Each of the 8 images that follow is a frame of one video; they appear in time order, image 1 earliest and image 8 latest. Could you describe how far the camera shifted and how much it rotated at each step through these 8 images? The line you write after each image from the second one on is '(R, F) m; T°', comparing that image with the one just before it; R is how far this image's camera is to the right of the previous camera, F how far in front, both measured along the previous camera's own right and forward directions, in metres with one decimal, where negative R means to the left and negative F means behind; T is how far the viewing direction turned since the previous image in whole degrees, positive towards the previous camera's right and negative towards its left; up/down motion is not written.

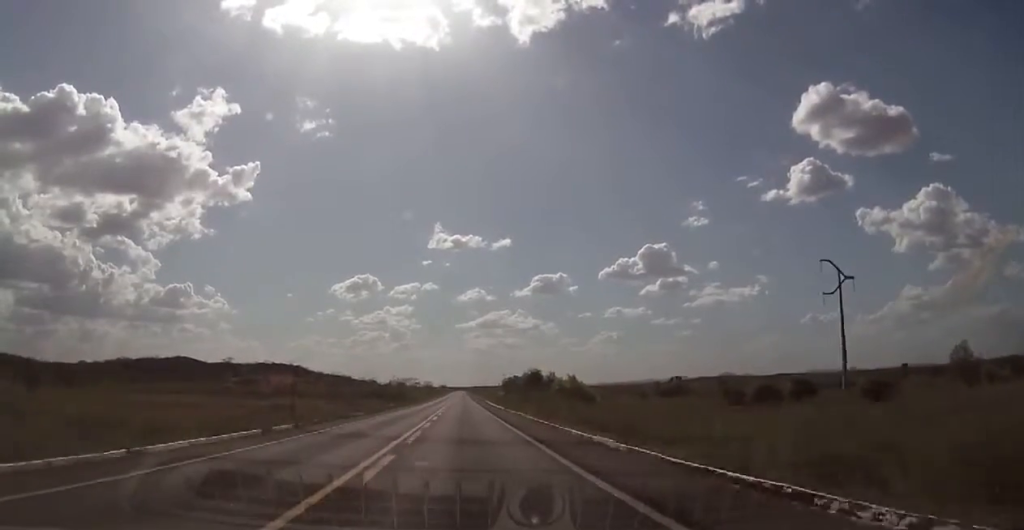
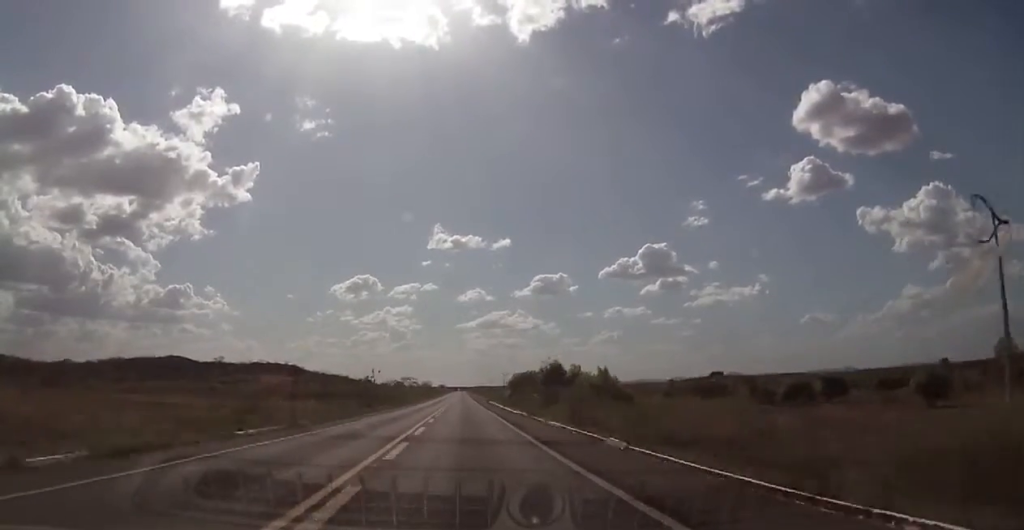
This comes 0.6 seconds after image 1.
(0.0, +20.5) m; 0°
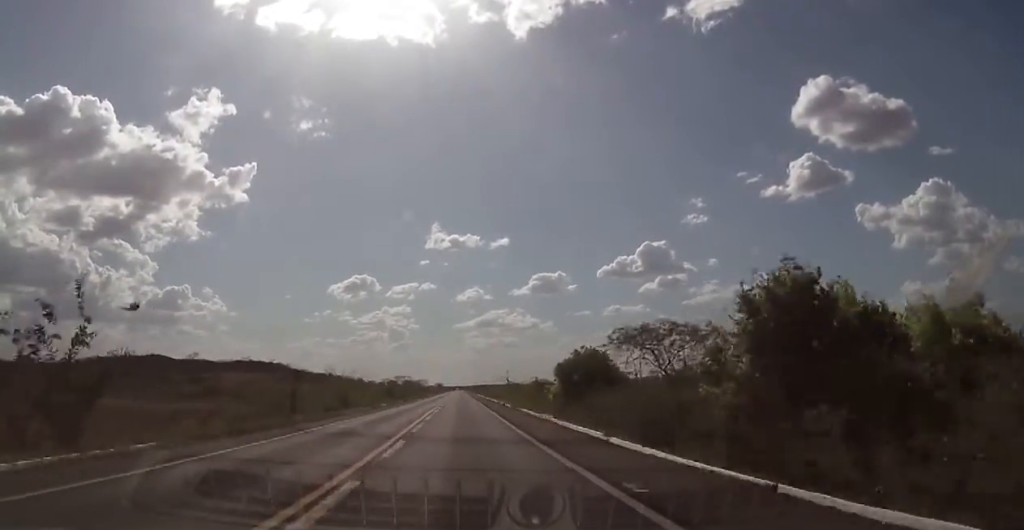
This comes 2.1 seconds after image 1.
(+0.2, +54.6) m; 0°
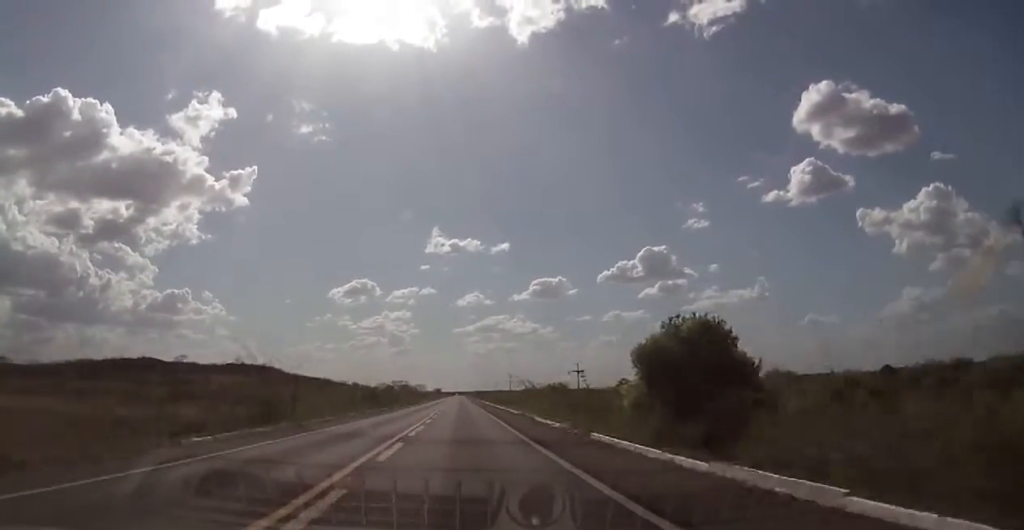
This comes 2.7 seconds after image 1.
(-0.1, +24.5) m; 0°
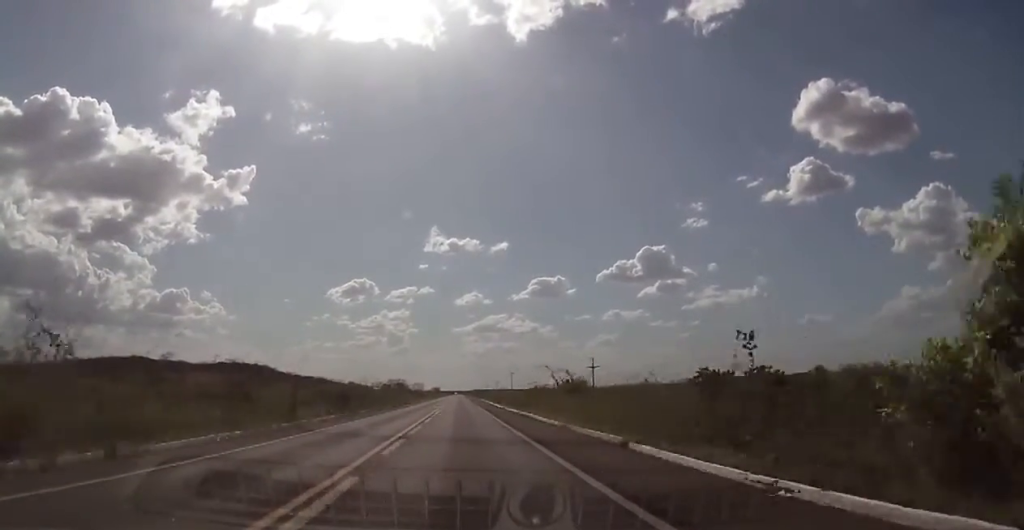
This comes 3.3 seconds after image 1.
(-0.1, +22.2) m; 0°
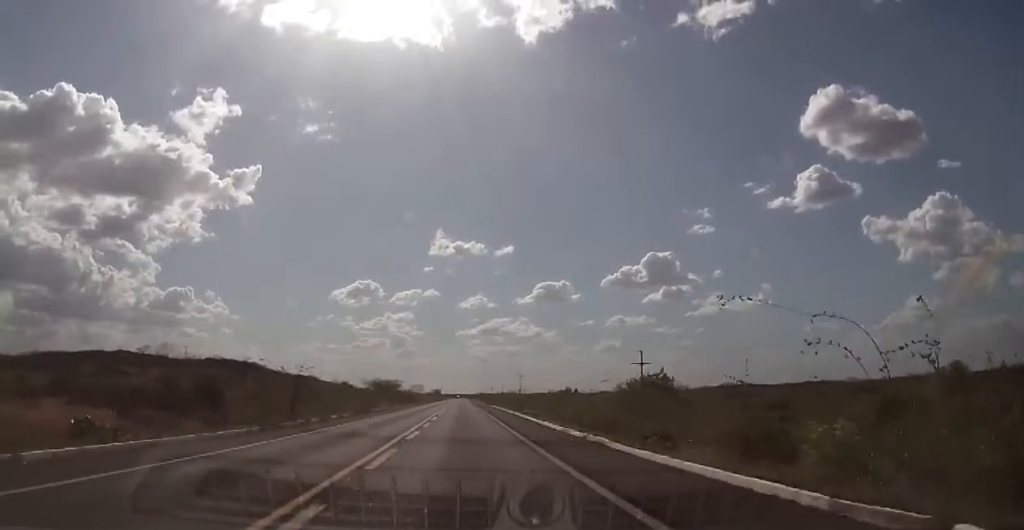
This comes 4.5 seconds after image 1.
(0.0, +42.1) m; -1°
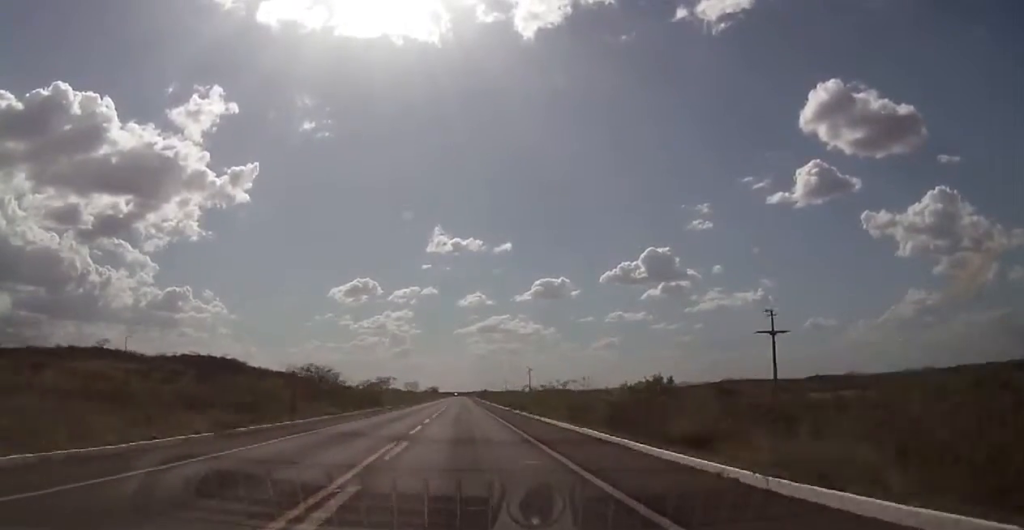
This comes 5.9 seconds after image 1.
(-0.2, +53.5) m; +1°
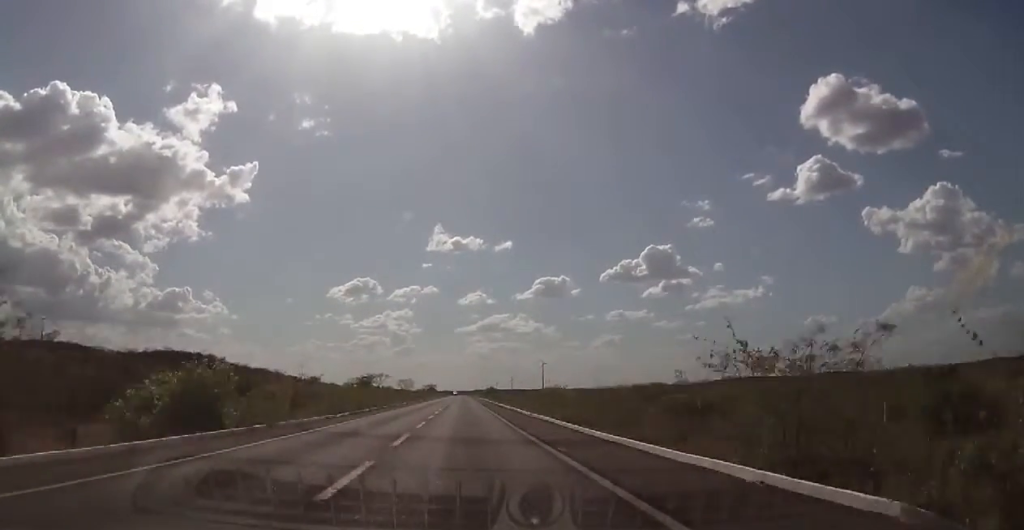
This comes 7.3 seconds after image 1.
(+0.3, +52.5) m; 0°
